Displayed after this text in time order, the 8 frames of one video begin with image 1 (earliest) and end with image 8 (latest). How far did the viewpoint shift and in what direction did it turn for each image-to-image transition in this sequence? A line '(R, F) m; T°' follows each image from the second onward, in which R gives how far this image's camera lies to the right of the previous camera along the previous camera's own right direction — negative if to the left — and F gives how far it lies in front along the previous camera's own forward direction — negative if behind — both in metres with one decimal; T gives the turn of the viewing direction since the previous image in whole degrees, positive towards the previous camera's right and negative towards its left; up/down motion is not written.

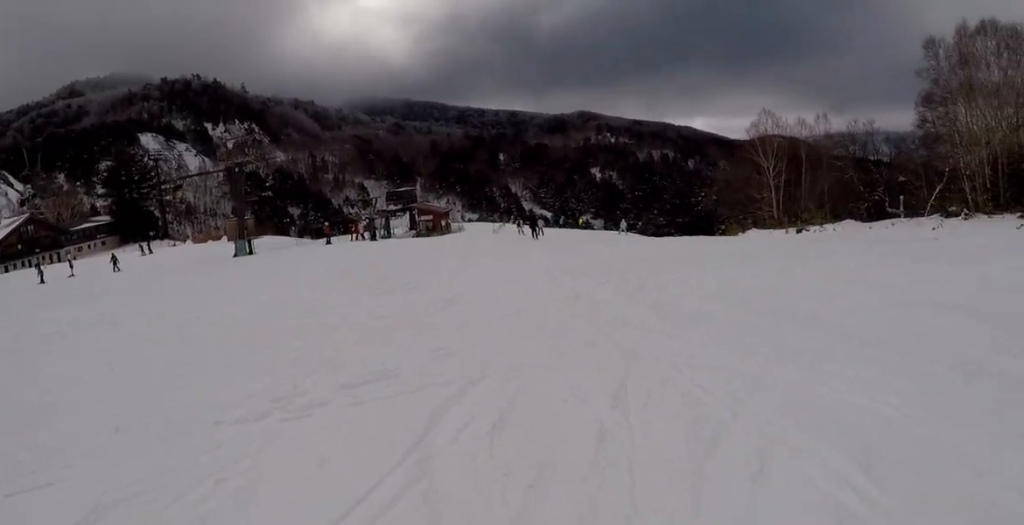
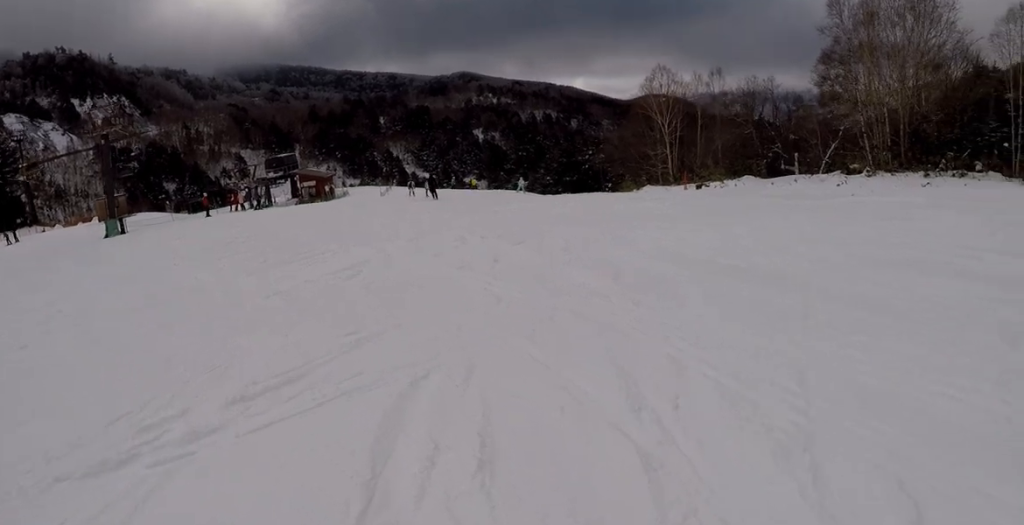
(+0.1, +1.8) m; +9°
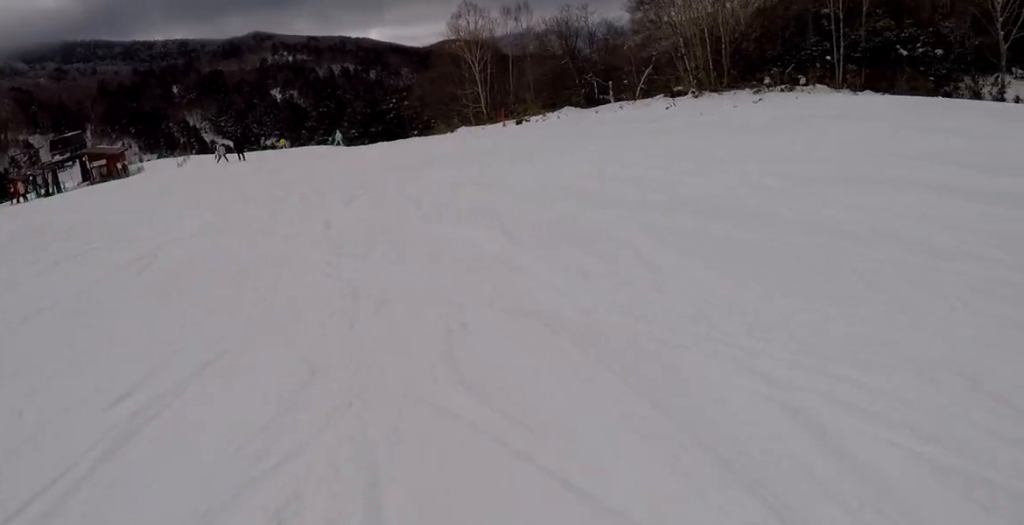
(0.0, +2.9) m; +13°
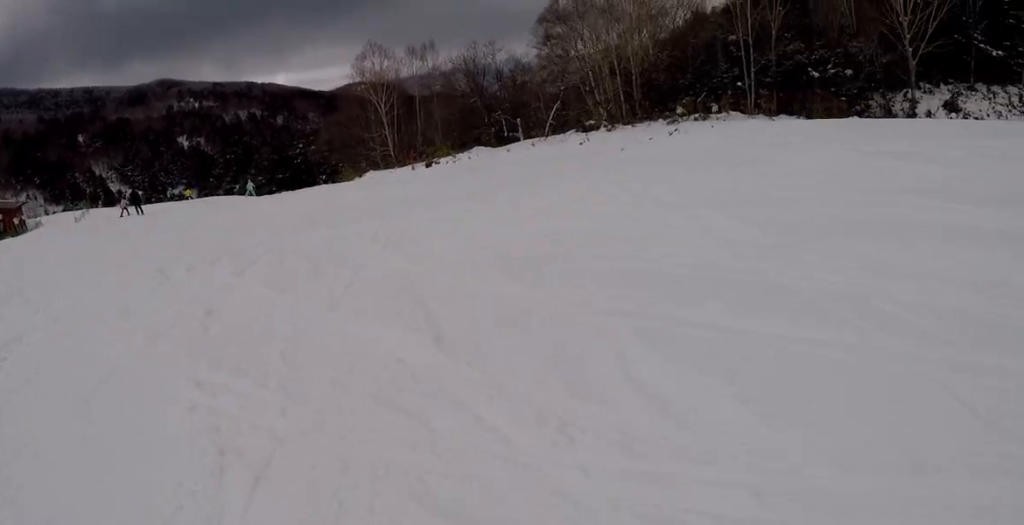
(+0.5, +1.9) m; +6°
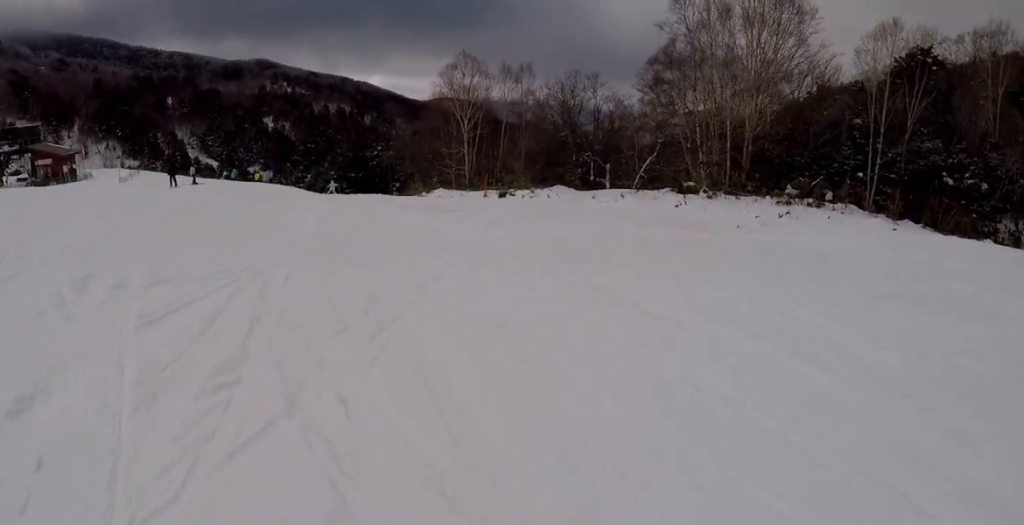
(+0.2, +4.7) m; -11°
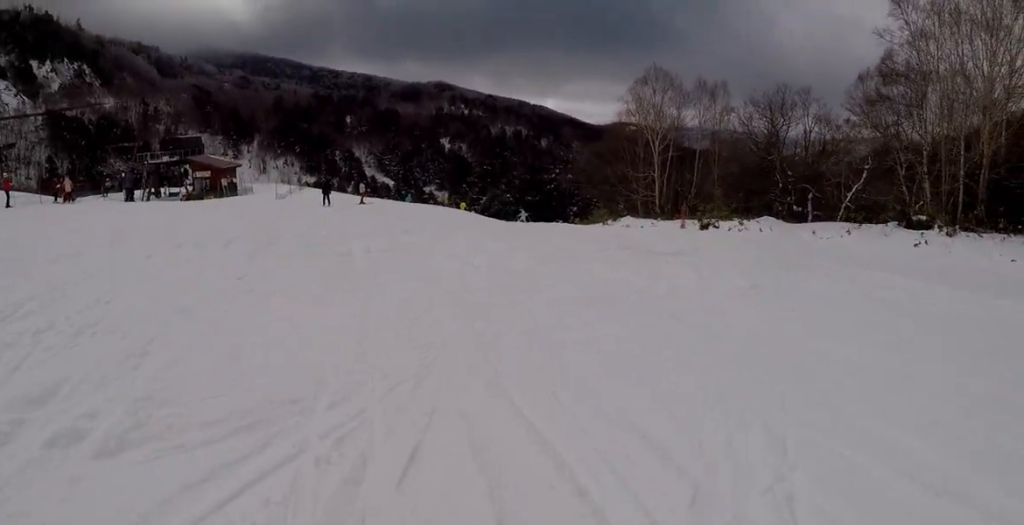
(-1.4, +5.3) m; -35°
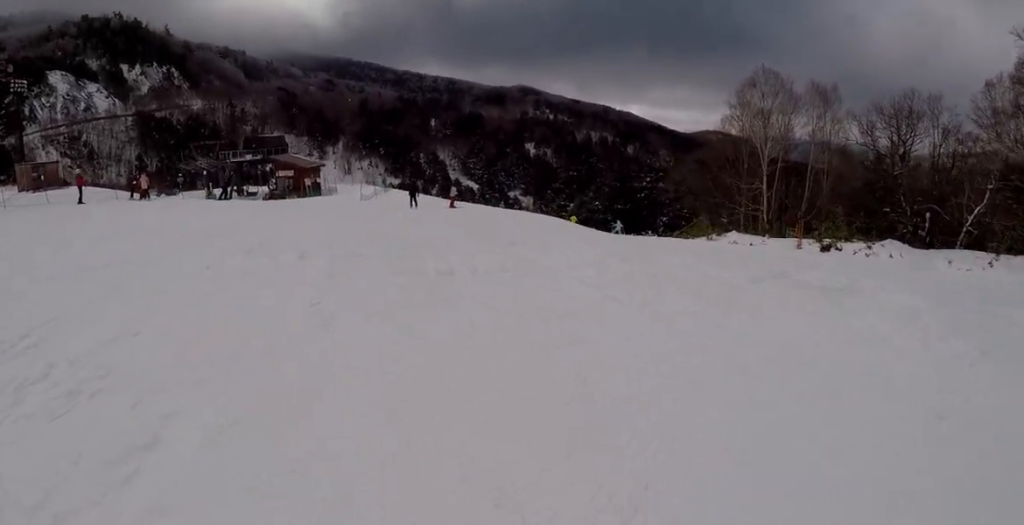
(-0.8, +2.5) m; -3°
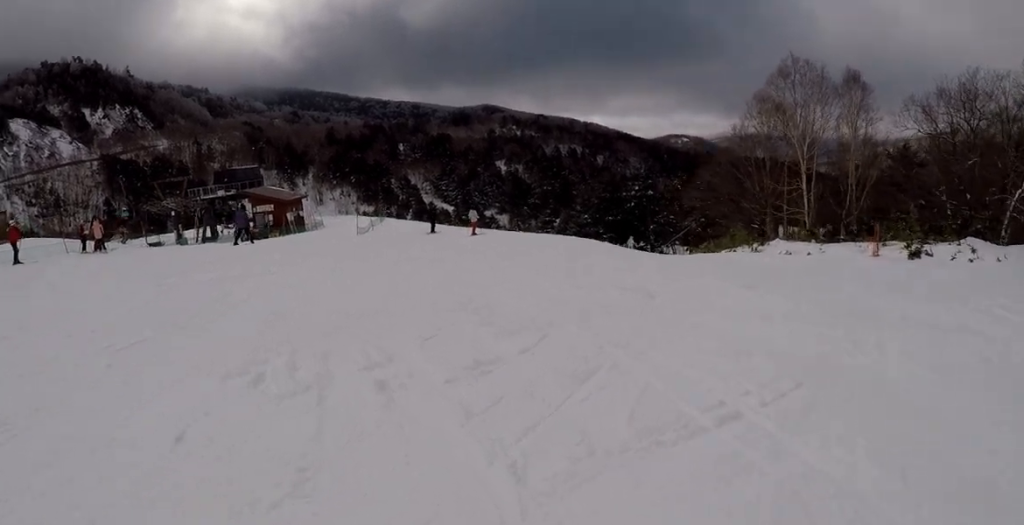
(0.0, +6.2) m; -3°
